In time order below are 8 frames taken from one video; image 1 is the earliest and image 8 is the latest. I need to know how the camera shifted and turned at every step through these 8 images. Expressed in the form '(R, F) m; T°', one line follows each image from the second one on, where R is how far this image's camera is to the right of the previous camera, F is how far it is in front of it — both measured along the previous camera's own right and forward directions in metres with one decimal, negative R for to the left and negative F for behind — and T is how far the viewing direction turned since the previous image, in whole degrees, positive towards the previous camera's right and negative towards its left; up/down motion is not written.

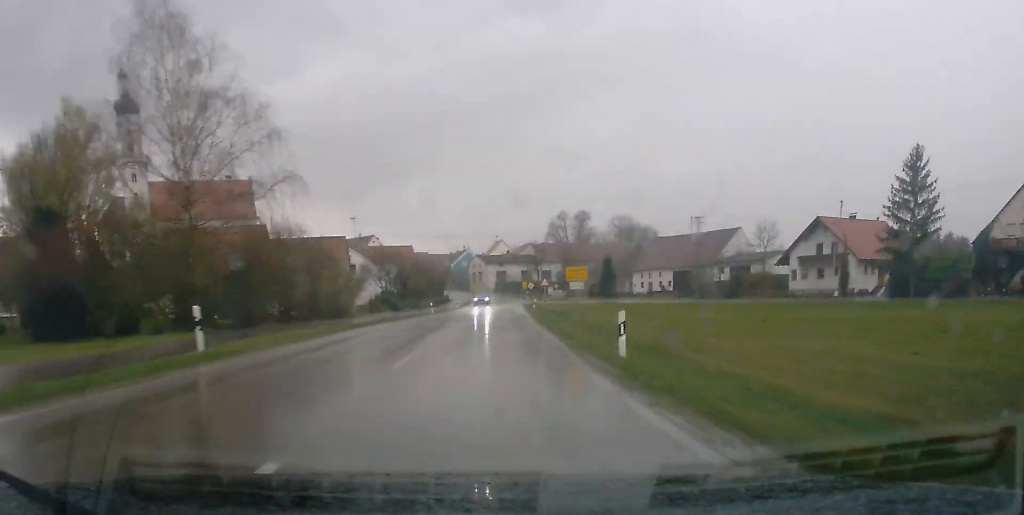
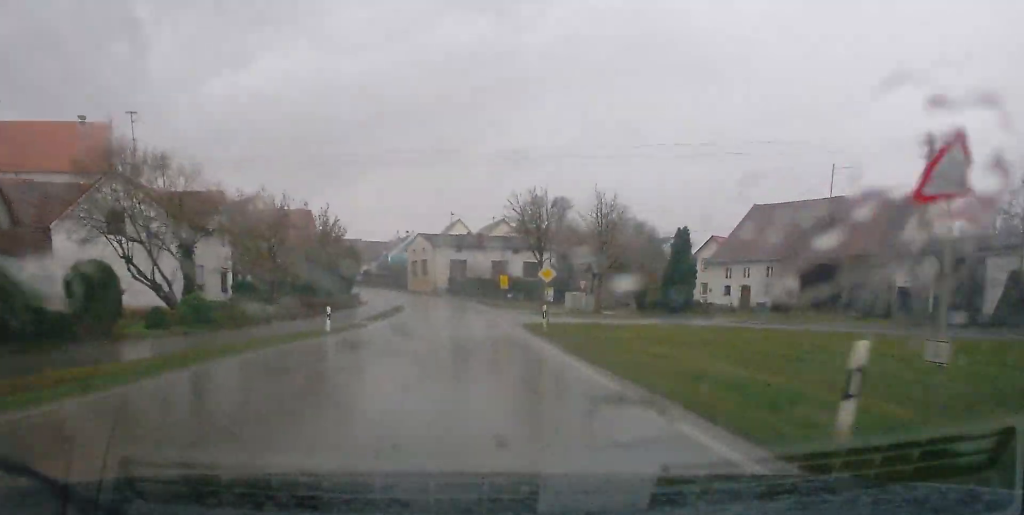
(+2.2, +58.6) m; +3°
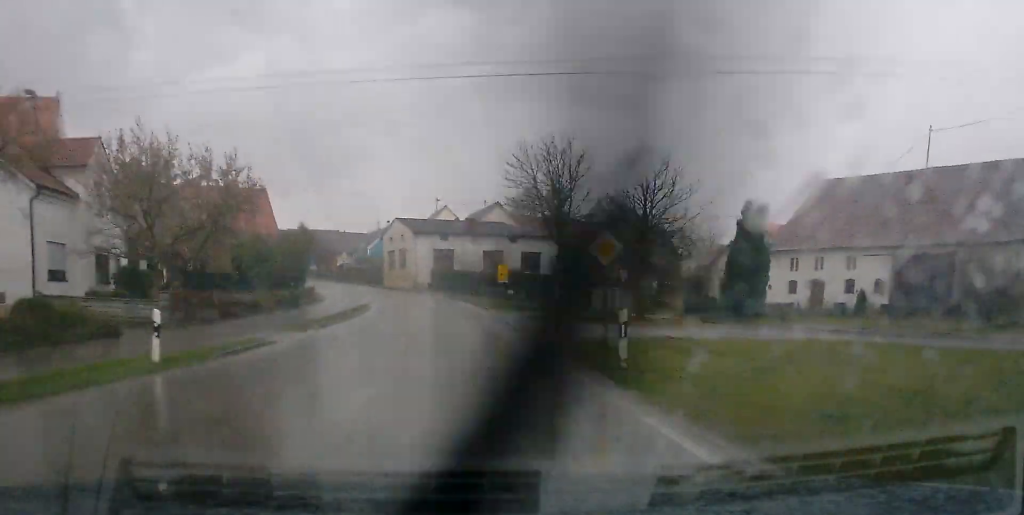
(+0.1, +15.4) m; 0°
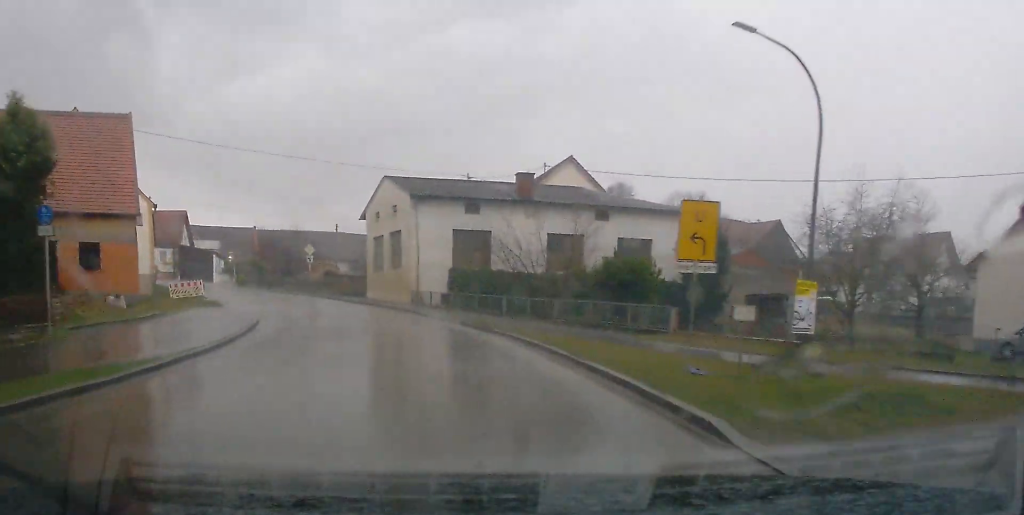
(-0.5, +35.3) m; -6°
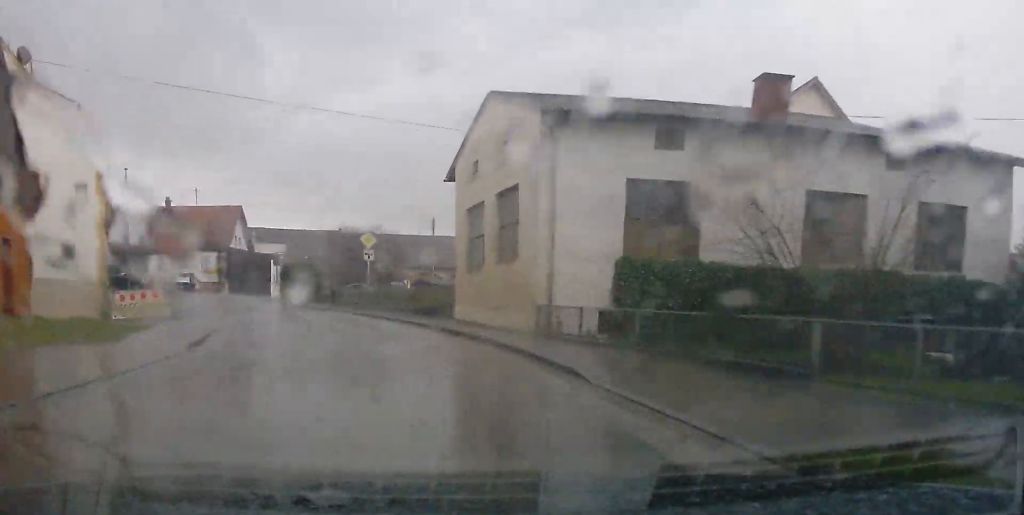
(-1.4, +18.4) m; -8°
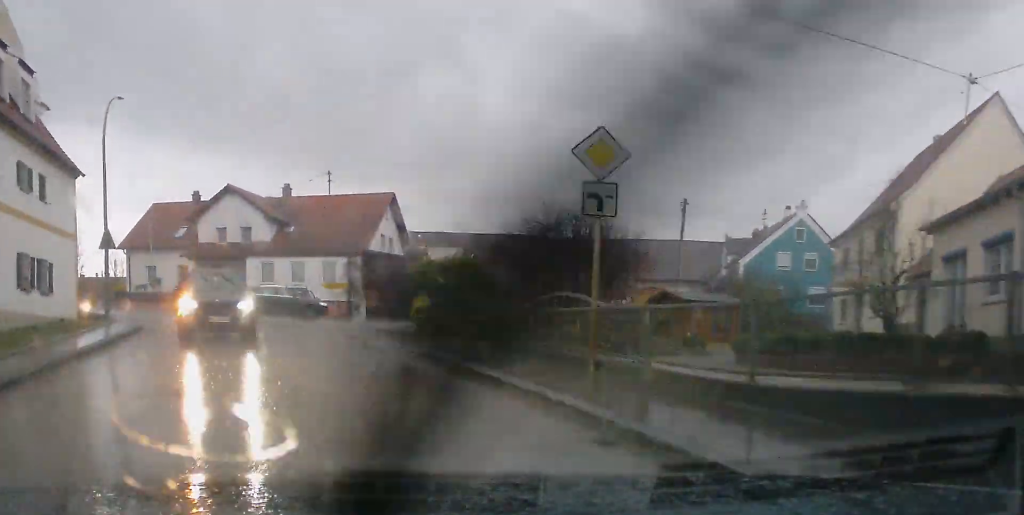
(-2.1, +20.5) m; -12°
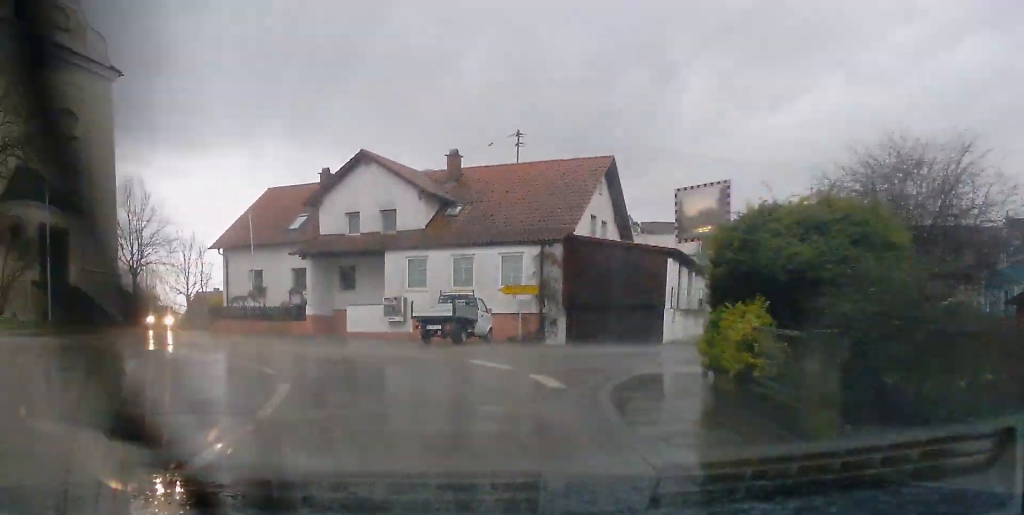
(-1.5, +15.7) m; -15°
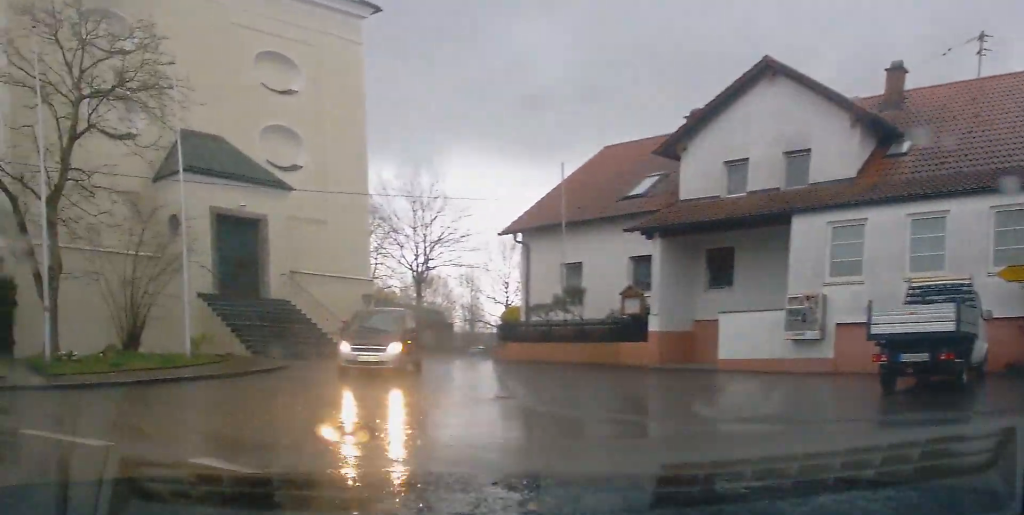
(-3.8, +14.9) m; -41°
